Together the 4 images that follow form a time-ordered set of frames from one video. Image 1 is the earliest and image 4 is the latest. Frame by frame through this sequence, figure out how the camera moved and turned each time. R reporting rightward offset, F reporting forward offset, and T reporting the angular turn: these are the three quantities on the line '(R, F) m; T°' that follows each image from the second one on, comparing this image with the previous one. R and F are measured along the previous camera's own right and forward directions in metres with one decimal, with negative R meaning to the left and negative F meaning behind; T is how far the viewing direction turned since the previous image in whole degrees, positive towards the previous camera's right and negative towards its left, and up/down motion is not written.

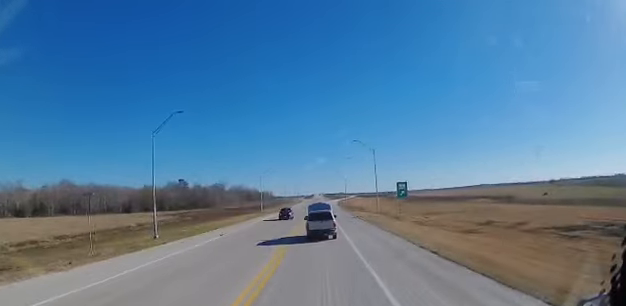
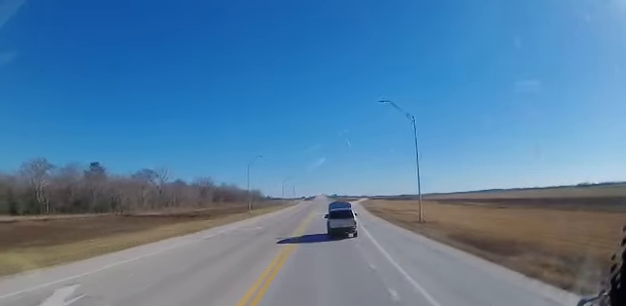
(-2.3, +91.7) m; -1°
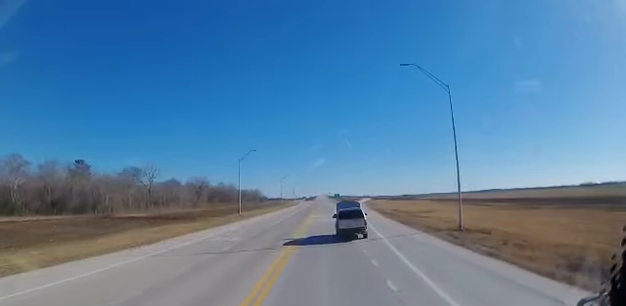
(0.0, +10.3) m; 0°
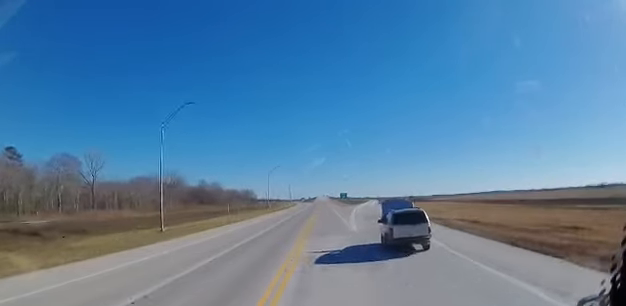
(-0.3, +34.9) m; -2°
